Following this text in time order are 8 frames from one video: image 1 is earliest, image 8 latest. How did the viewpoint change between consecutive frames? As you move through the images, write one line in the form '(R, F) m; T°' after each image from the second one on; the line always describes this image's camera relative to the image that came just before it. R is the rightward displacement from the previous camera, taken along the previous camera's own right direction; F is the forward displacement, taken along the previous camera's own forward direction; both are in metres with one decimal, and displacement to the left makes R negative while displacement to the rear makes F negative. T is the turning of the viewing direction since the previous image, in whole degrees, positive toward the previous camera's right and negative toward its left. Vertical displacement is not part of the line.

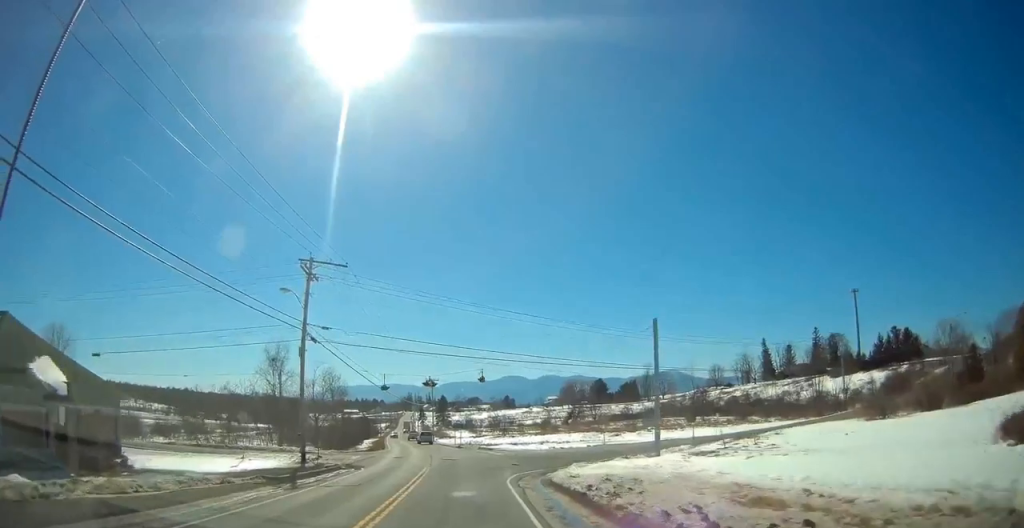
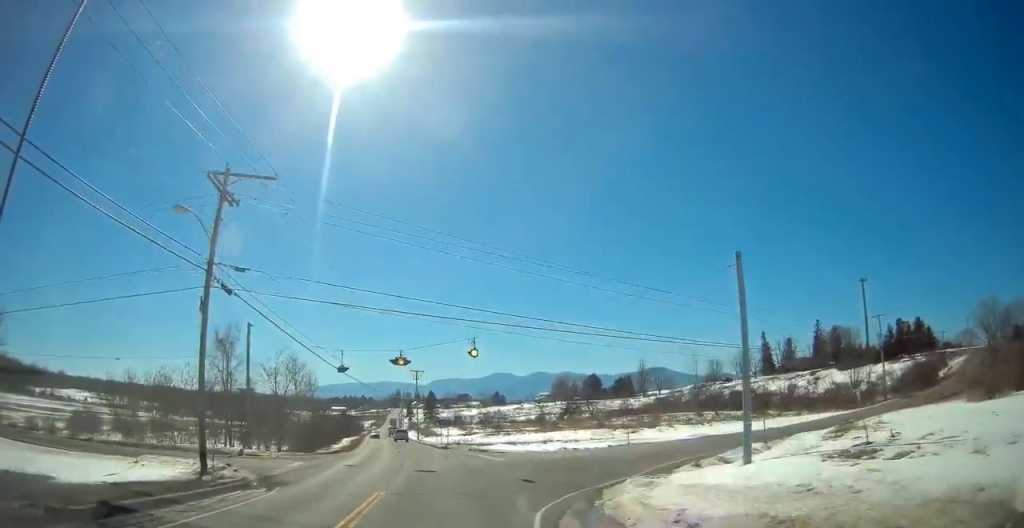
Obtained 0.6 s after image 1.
(-0.1, +11.7) m; 0°
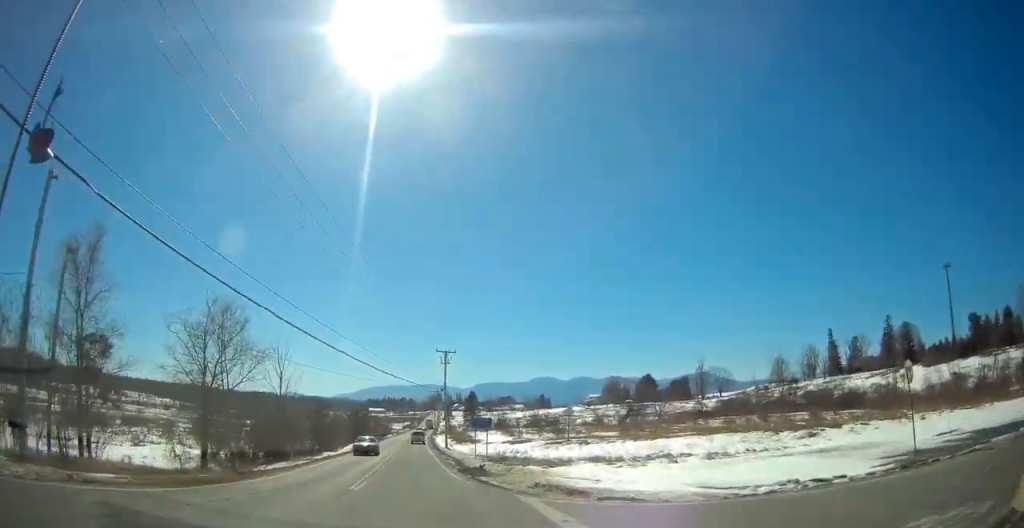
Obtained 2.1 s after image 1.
(-0.4, +27.6) m; -3°
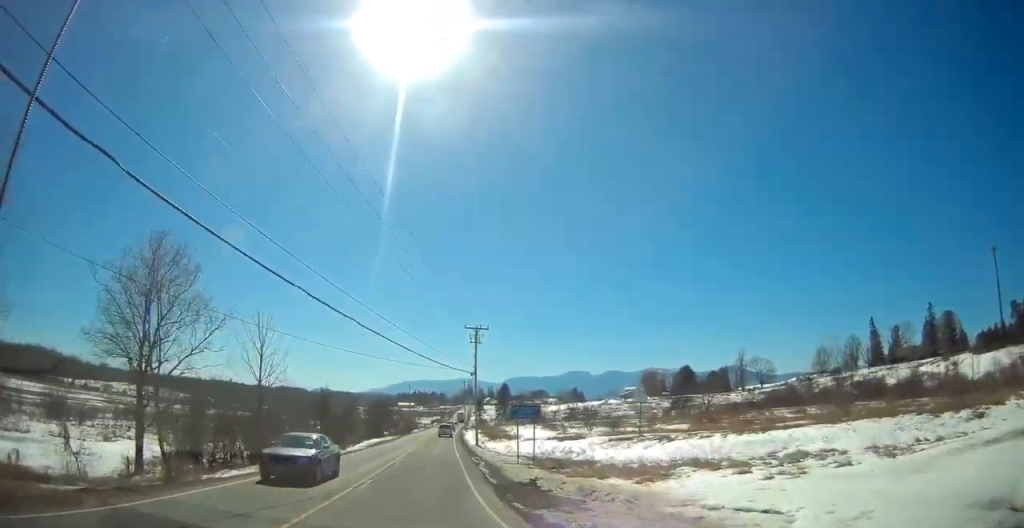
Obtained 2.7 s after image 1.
(-0.1, +12.4) m; -2°
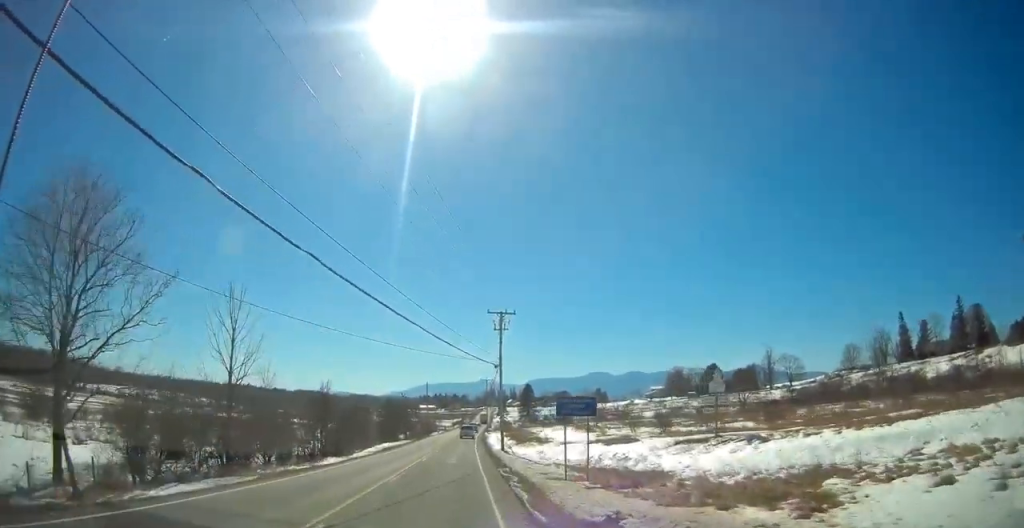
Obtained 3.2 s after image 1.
(-0.2, +8.8) m; -1°
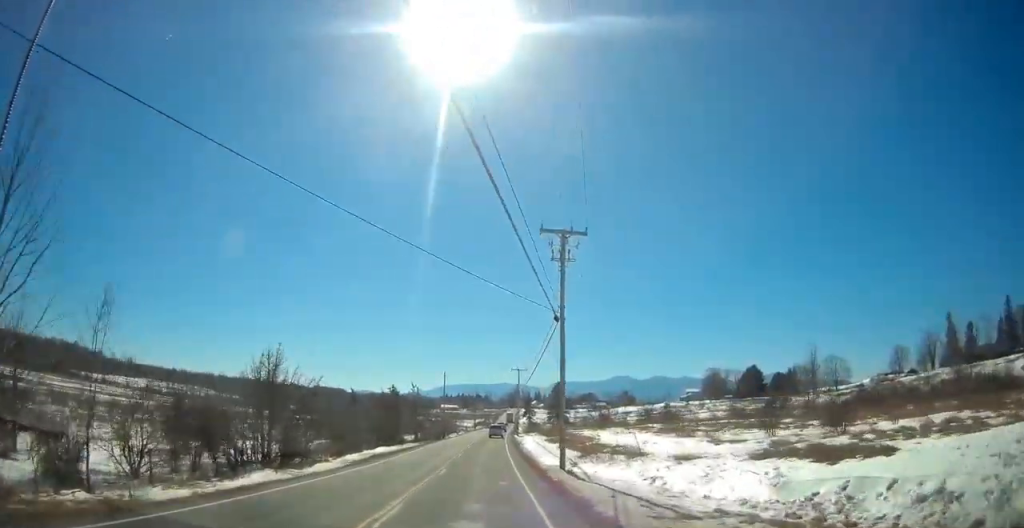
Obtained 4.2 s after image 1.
(-0.6, +21.3) m; -2°
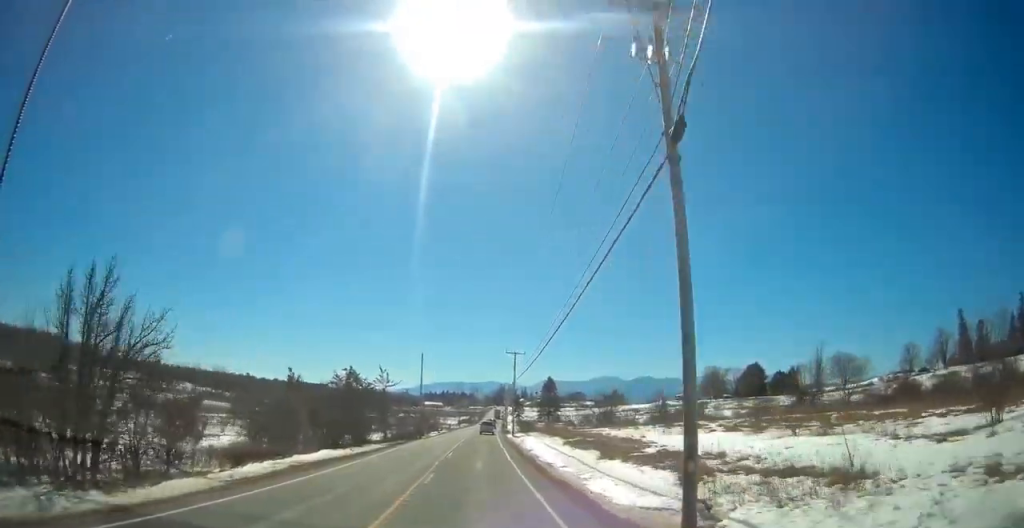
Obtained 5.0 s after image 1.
(-0.1, +17.4) m; 0°
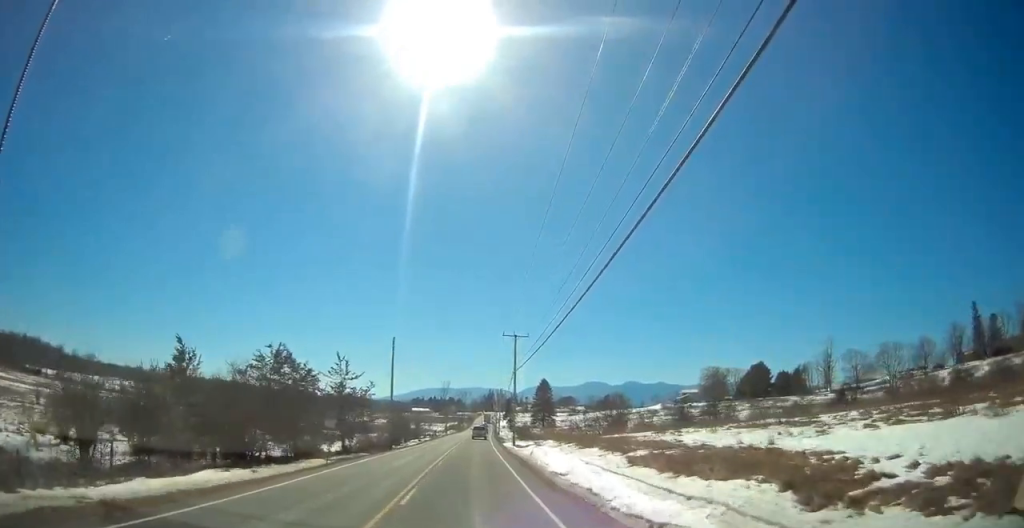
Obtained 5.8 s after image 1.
(0.0, +16.9) m; 0°
